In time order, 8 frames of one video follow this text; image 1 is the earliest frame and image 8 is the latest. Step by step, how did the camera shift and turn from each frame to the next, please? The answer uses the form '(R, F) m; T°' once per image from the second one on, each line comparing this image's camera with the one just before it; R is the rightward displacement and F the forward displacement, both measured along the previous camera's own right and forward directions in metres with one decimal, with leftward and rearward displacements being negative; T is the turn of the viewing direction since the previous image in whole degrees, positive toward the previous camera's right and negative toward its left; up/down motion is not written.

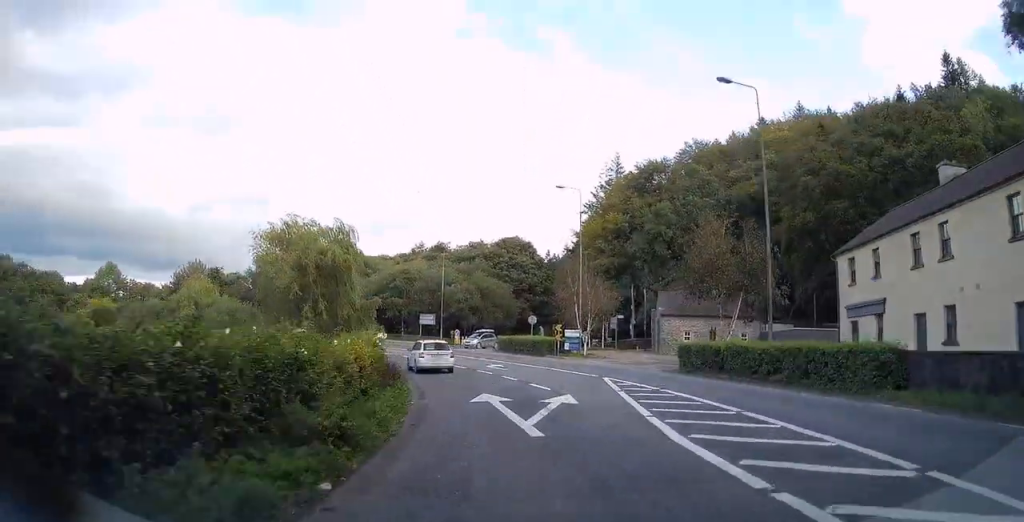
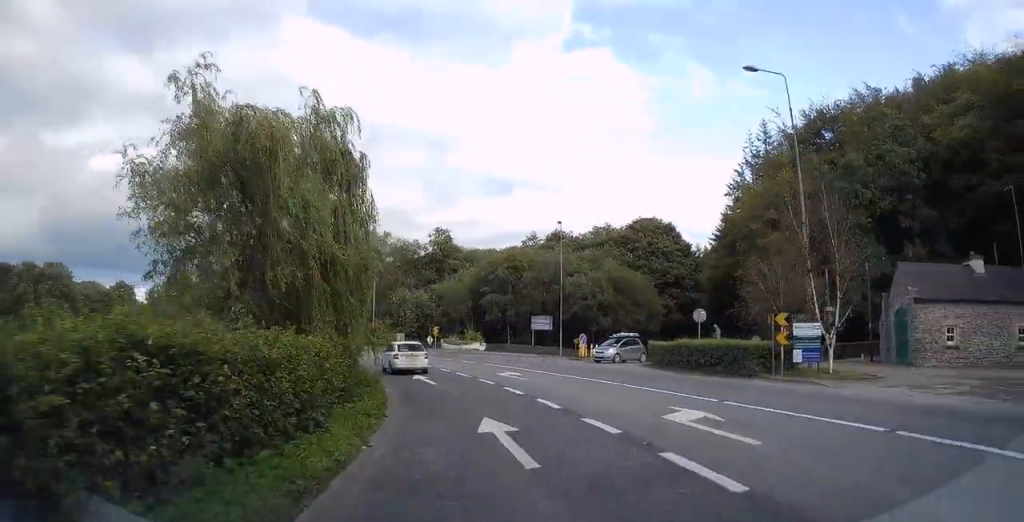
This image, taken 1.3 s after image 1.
(-3.0, +20.9) m; -12°
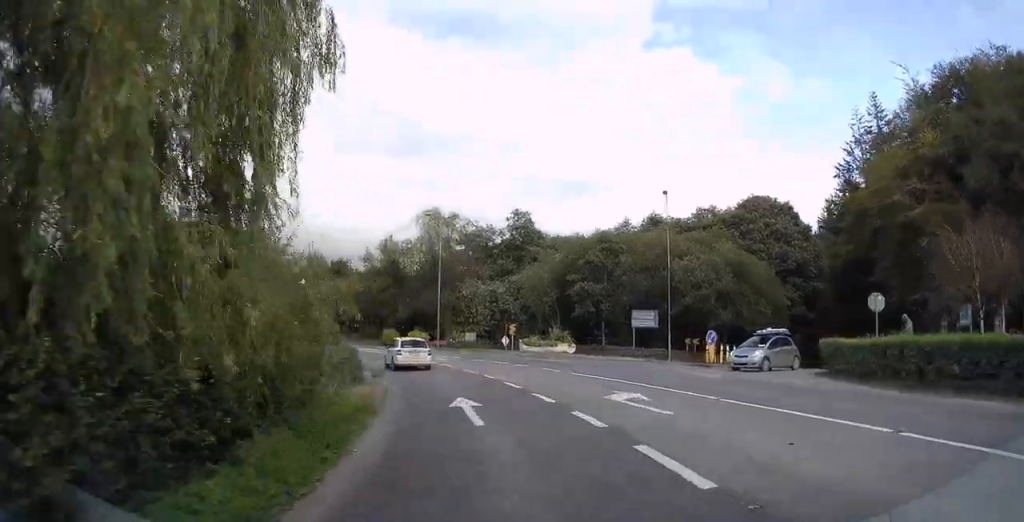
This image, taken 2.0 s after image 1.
(+0.1, +11.9) m; -7°
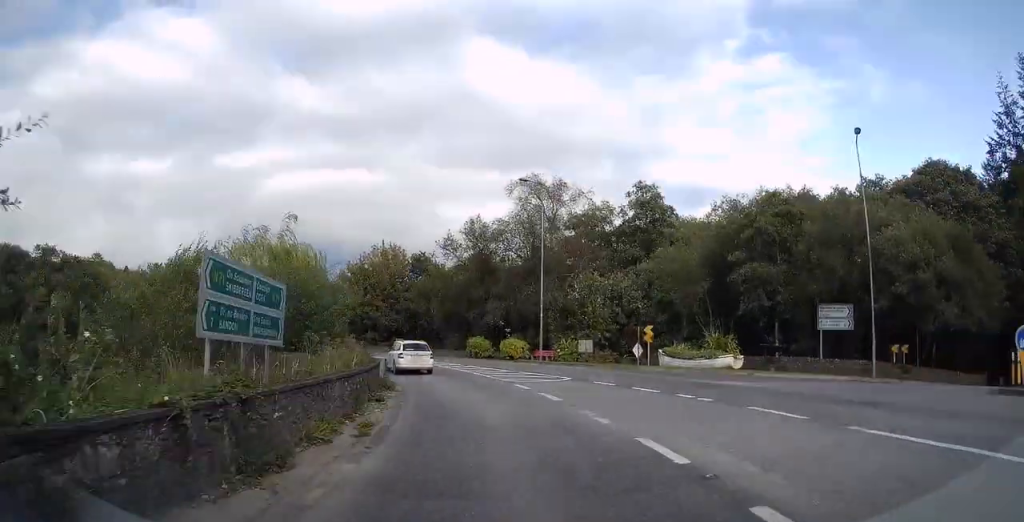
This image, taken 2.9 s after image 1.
(-1.9, +15.3) m; -10°
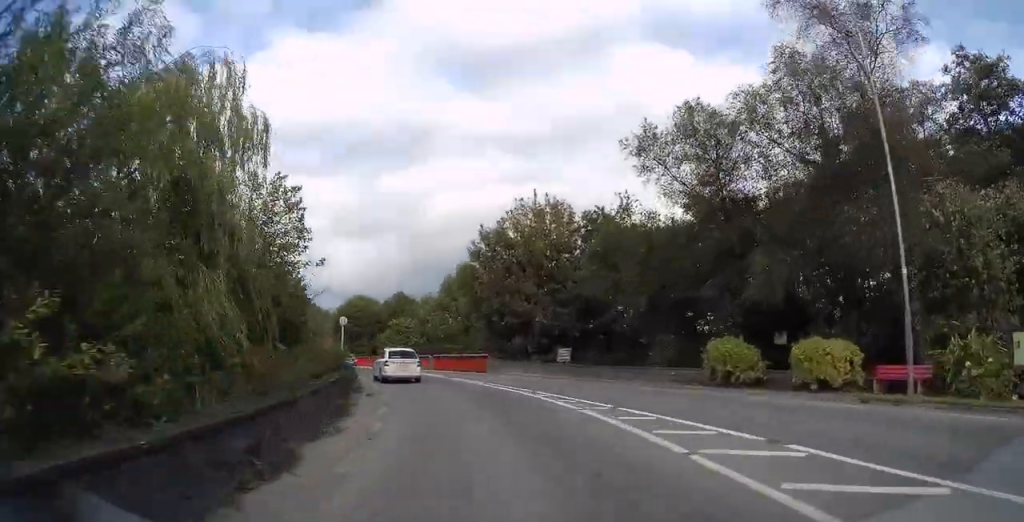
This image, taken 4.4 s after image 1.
(-4.2, +26.0) m; -17°
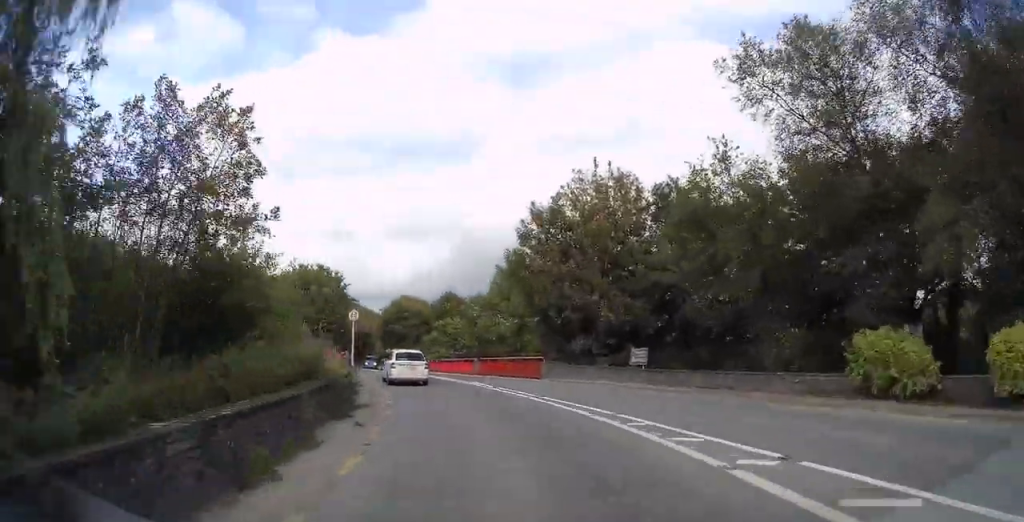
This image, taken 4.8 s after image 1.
(-0.8, +7.0) m; -2°
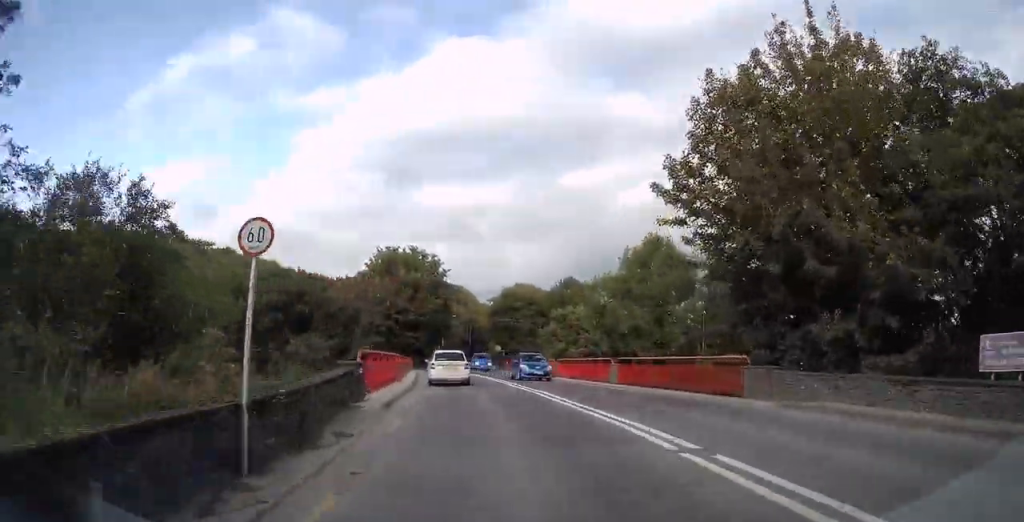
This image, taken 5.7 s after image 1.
(-0.1, +15.0) m; +10°
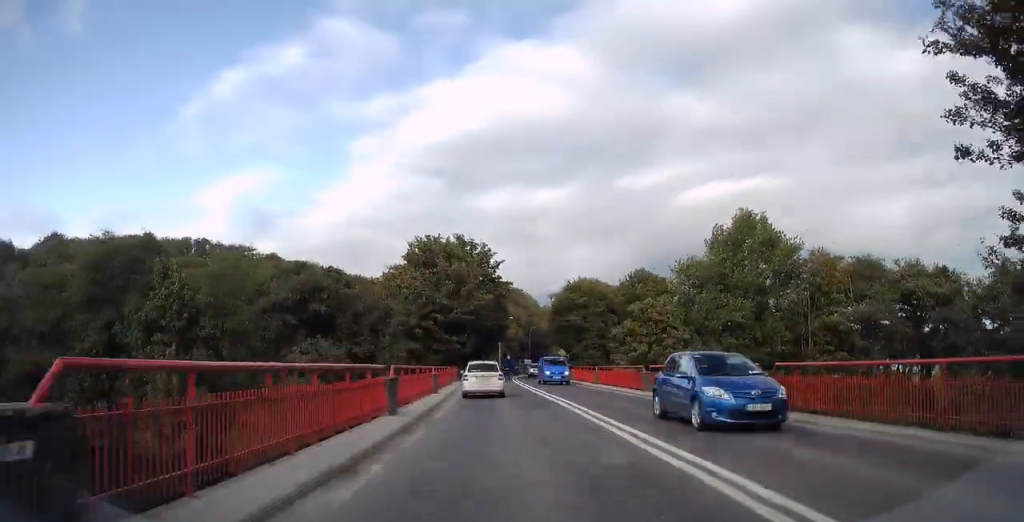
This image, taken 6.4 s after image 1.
(+1.0, +8.5) m; -6°
